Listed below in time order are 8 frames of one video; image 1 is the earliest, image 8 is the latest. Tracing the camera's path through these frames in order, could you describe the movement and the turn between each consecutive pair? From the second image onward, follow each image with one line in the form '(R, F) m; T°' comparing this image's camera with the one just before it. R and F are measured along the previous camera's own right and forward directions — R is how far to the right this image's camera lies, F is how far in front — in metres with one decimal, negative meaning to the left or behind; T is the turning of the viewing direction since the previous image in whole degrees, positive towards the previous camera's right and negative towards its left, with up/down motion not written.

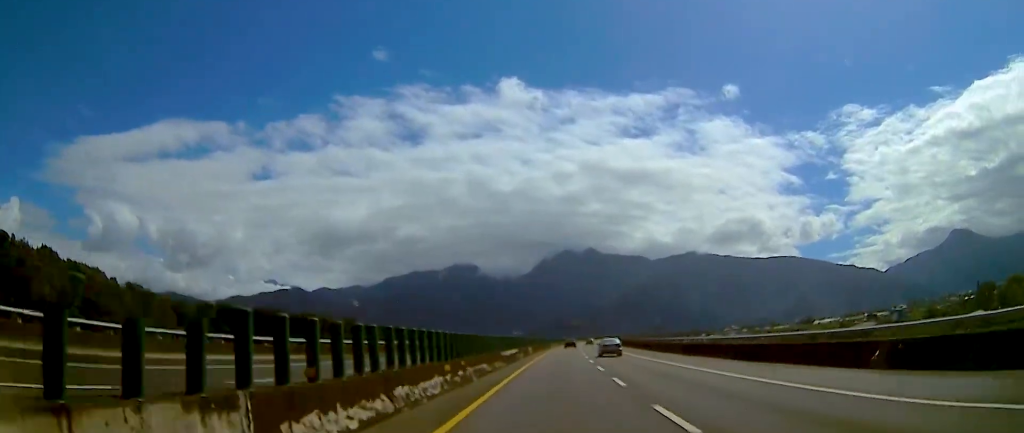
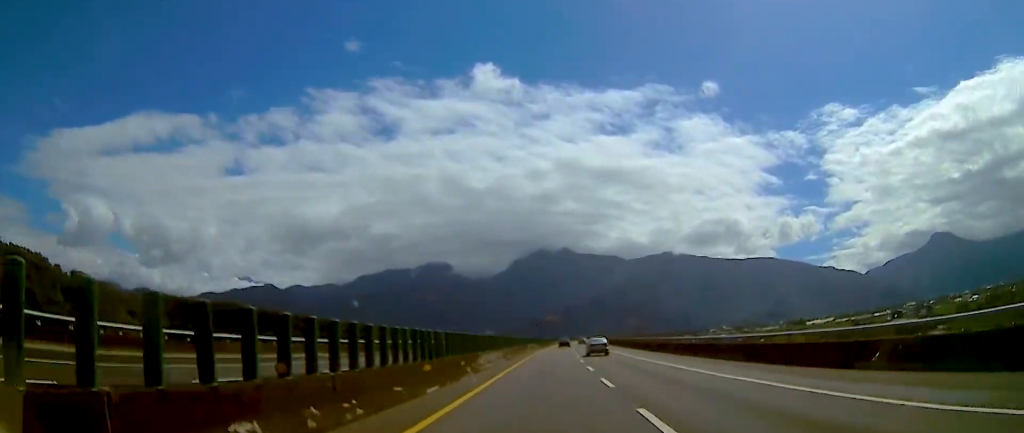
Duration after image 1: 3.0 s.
(-3.0, +79.0) m; -1°
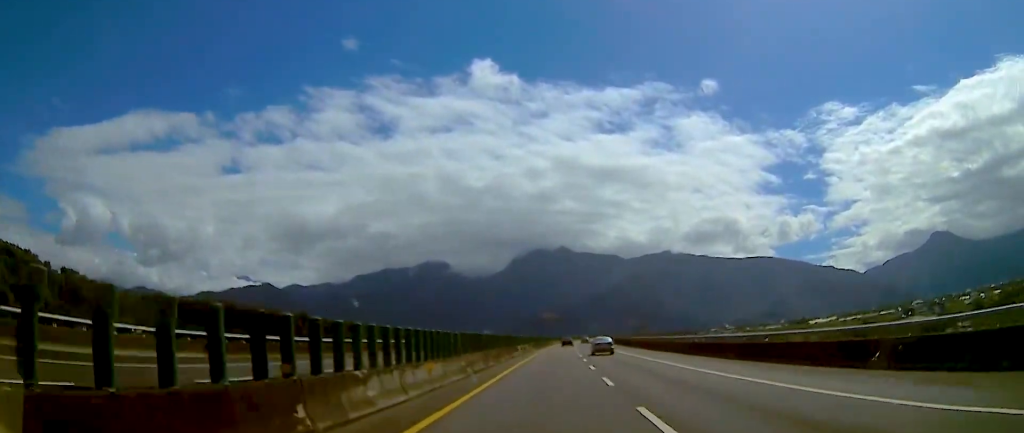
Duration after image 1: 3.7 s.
(+1.2, +20.0) m; +2°
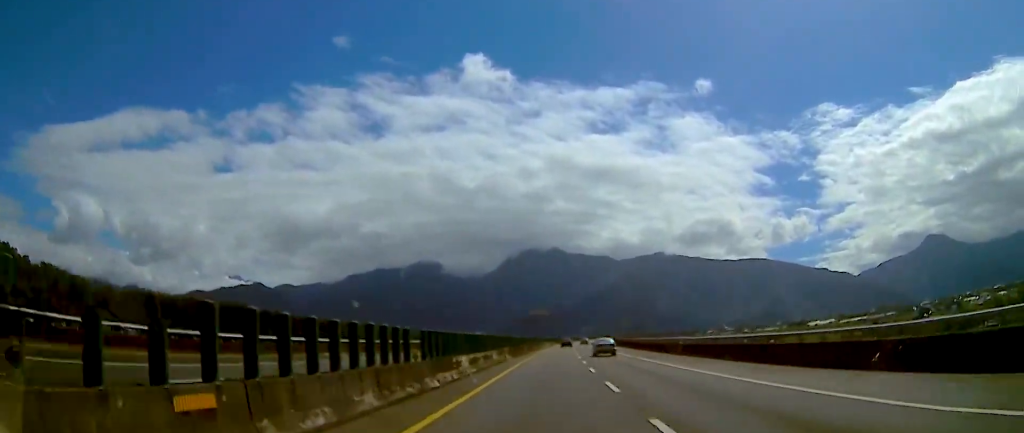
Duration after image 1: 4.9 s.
(+0.9, +32.8) m; +1°
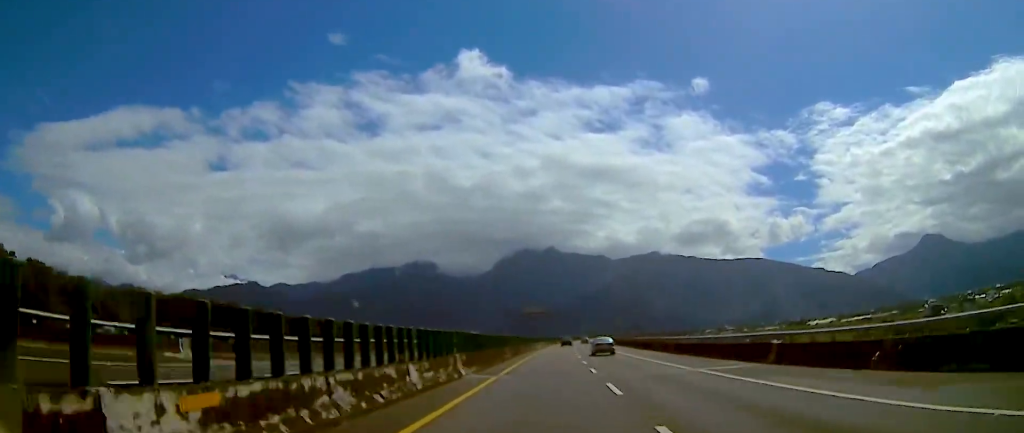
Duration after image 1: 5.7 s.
(+0.4, +21.7) m; -1°
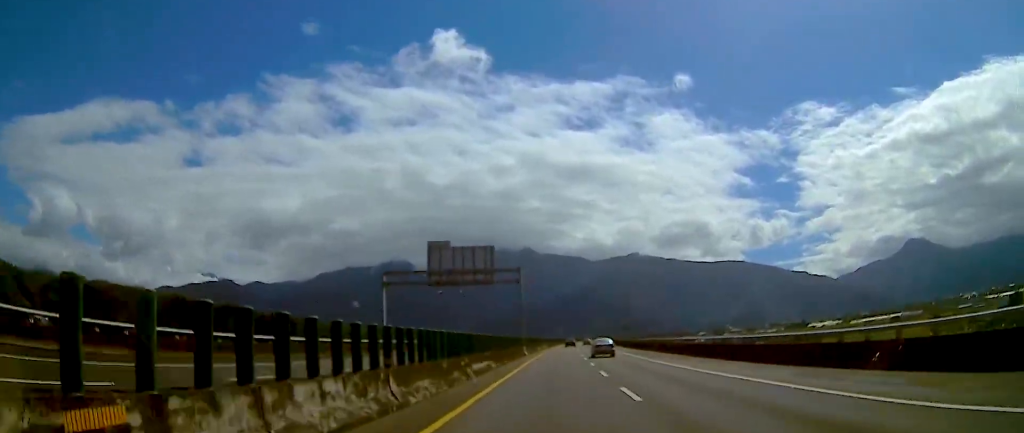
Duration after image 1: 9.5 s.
(+7.0, +98.7) m; +8°
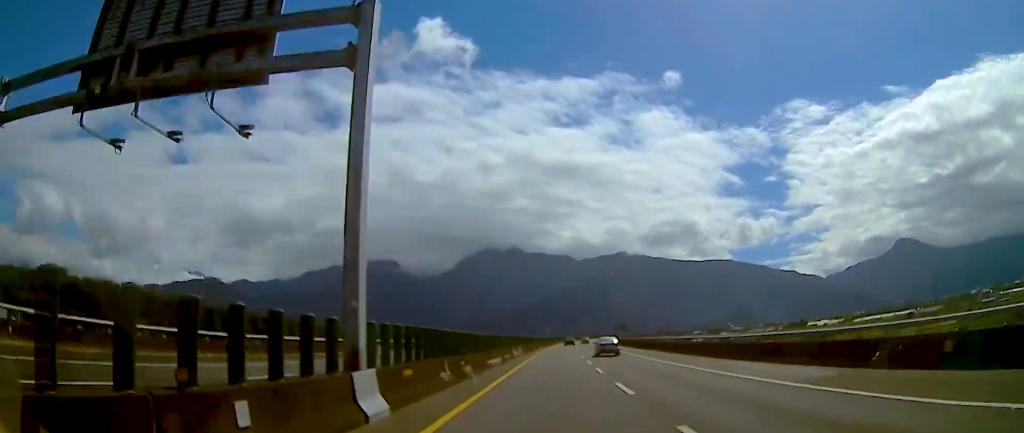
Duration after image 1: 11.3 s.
(-2.4, +47.8) m; -2°
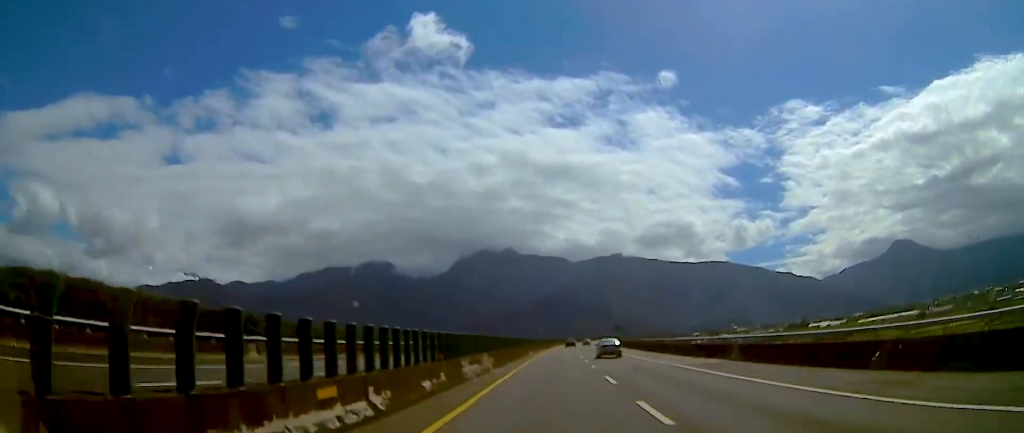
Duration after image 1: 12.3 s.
(0.0, +26.1) m; 0°
